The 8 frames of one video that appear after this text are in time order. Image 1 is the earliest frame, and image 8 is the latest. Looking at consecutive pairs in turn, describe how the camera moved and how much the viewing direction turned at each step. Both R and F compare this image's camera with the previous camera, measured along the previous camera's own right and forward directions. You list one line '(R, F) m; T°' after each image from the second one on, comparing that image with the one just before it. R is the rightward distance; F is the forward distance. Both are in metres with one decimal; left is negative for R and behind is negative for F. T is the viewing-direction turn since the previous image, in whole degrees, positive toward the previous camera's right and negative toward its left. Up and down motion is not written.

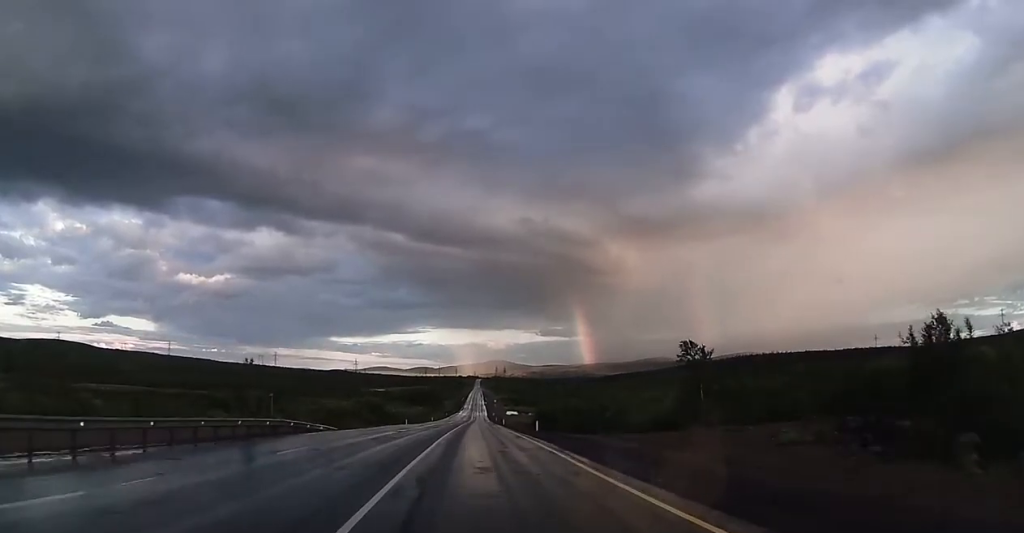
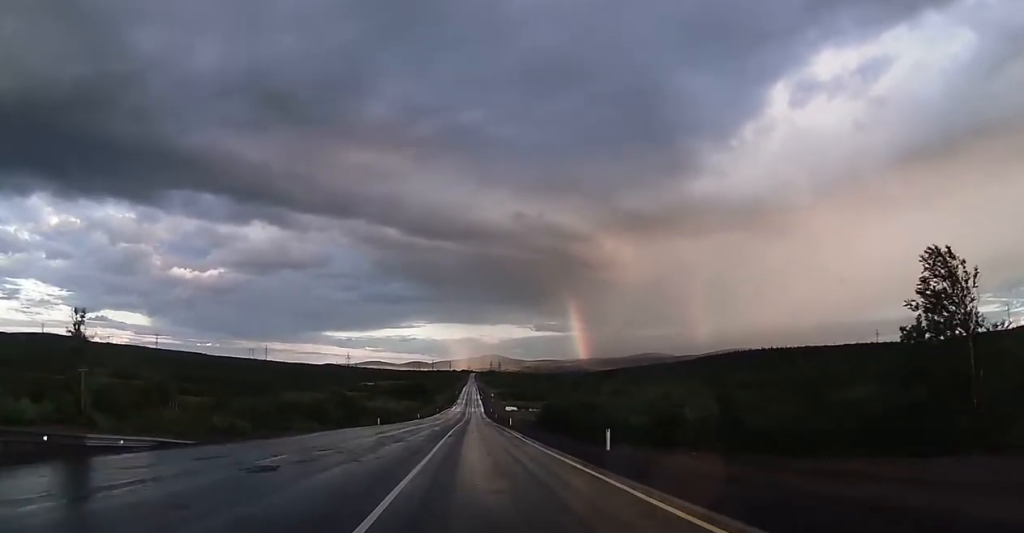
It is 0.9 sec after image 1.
(+0.1, +25.8) m; 0°
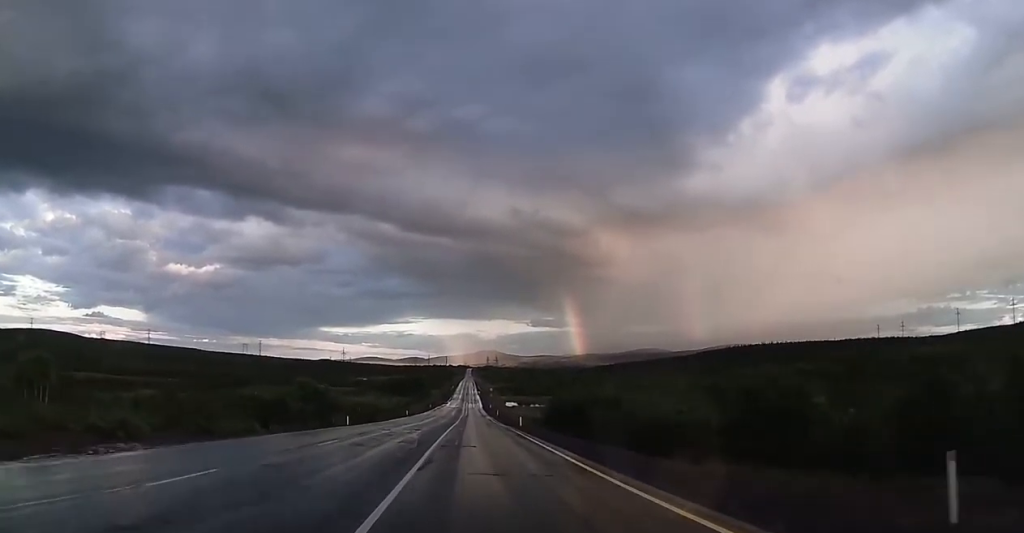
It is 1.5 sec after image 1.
(0.0, +17.2) m; 0°
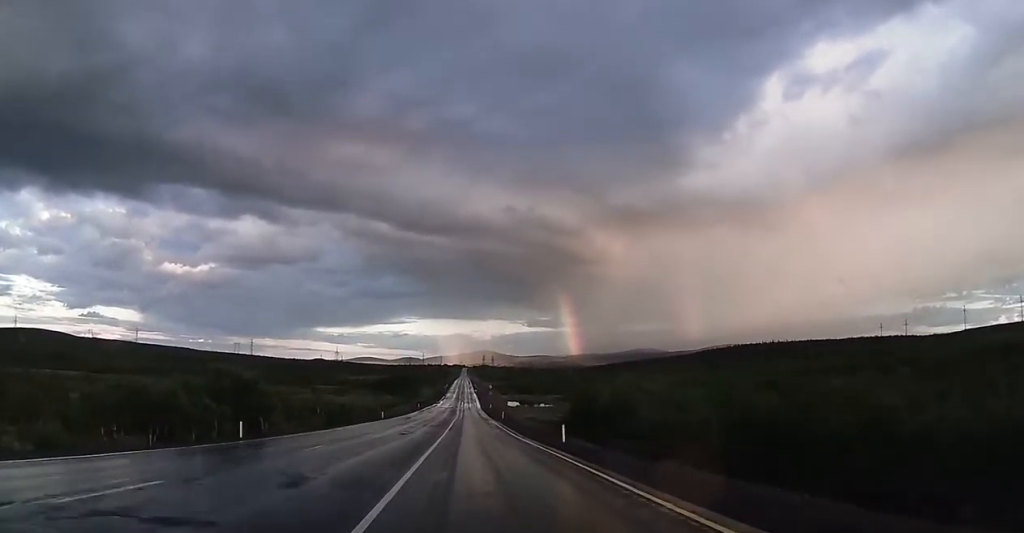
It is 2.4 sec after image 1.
(+0.1, +25.9) m; +1°
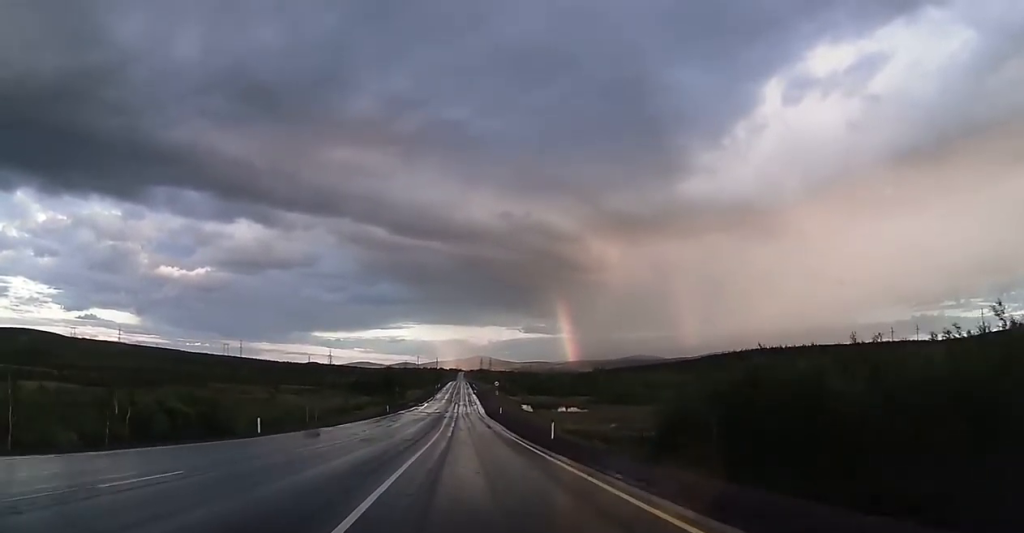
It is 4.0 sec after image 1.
(+0.3, +46.4) m; +1°
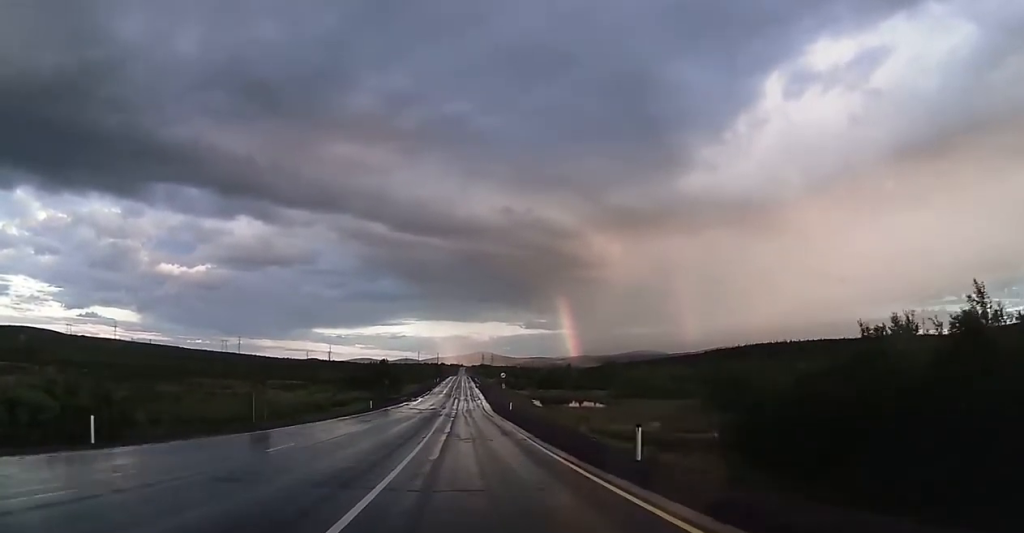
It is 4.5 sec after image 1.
(0.0, +15.6) m; 0°
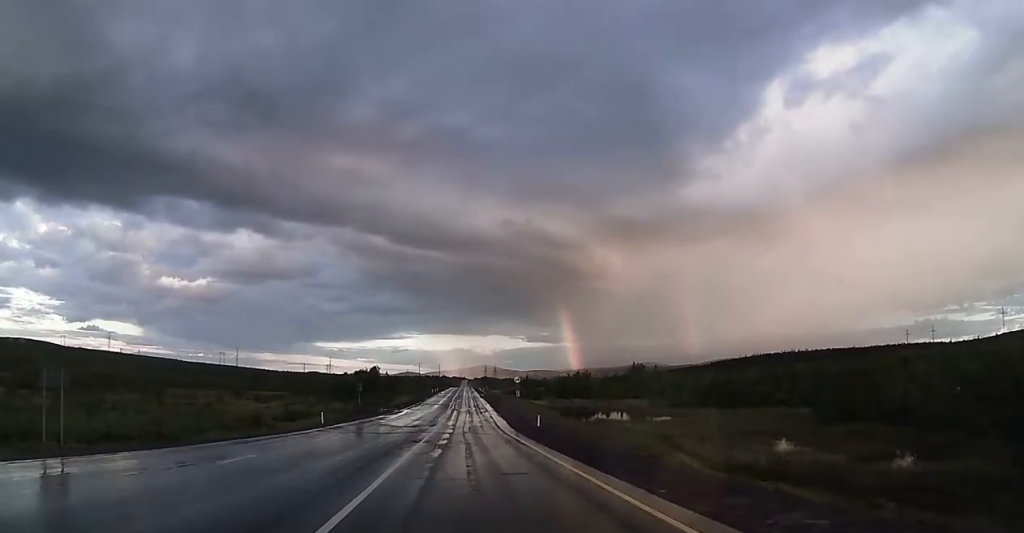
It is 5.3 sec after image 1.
(+0.2, +23.5) m; 0°
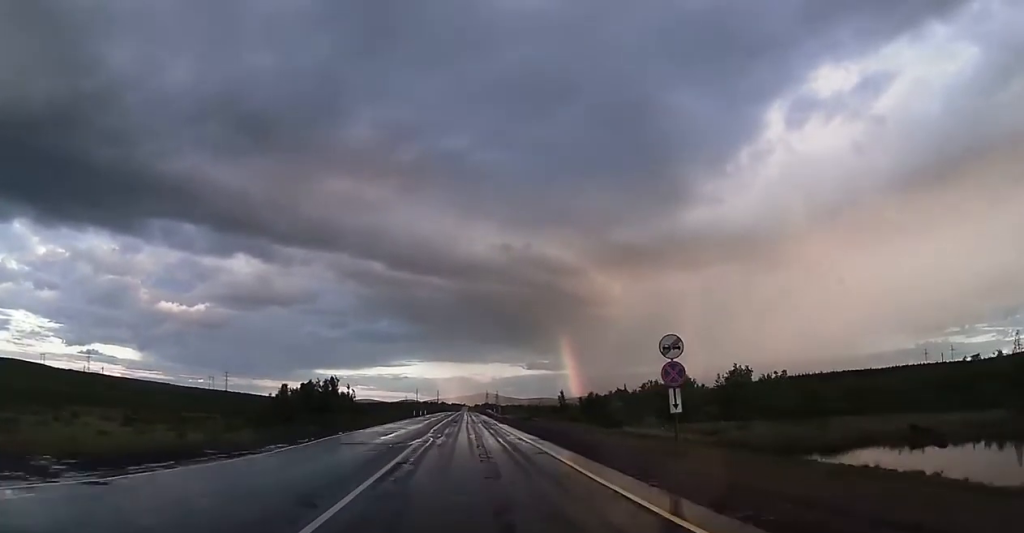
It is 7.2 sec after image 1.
(0.0, +56.4) m; 0°
